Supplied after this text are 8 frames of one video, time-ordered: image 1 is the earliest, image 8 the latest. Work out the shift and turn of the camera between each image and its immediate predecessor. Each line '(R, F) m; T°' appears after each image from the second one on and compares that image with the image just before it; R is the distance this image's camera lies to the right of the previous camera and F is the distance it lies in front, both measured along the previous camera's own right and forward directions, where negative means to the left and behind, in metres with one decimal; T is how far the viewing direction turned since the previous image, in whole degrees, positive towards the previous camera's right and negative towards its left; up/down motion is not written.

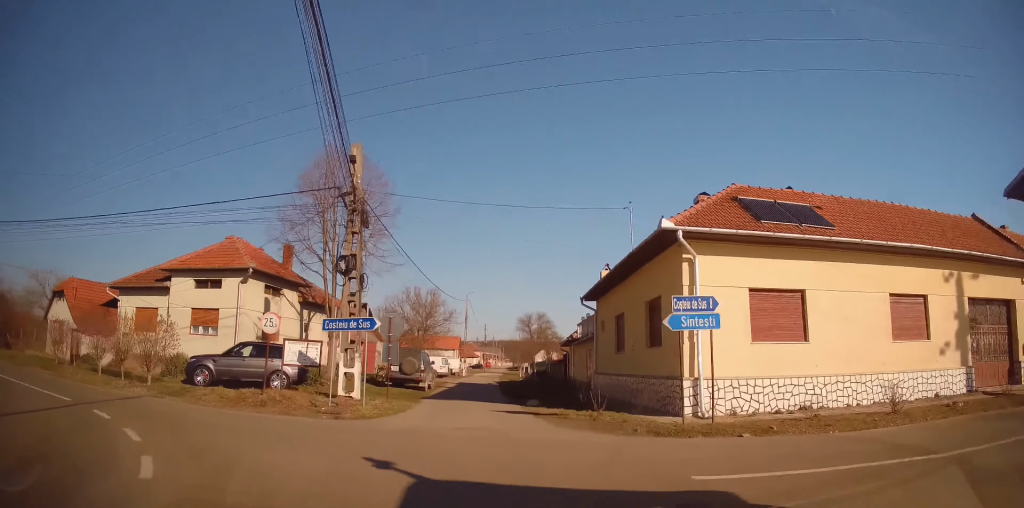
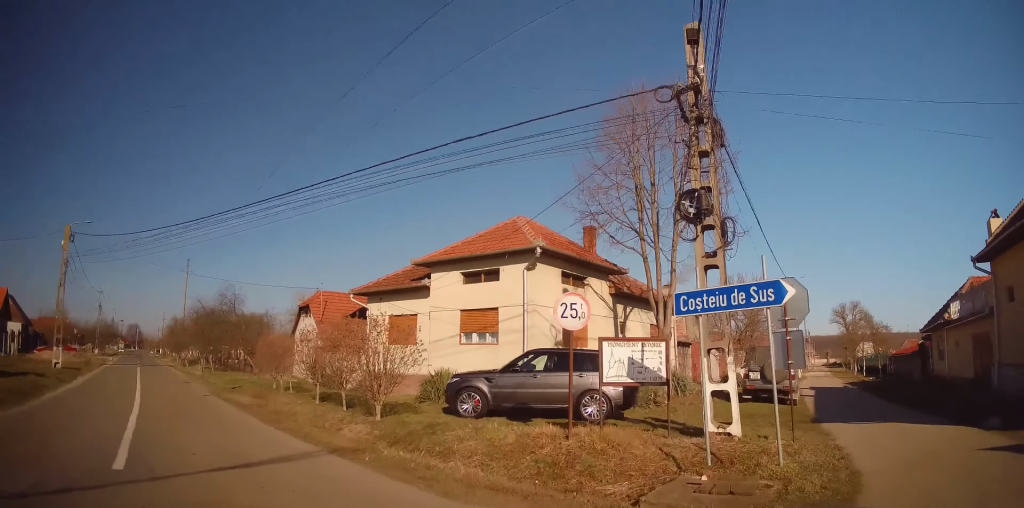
(-1.2, +8.2) m; -39°
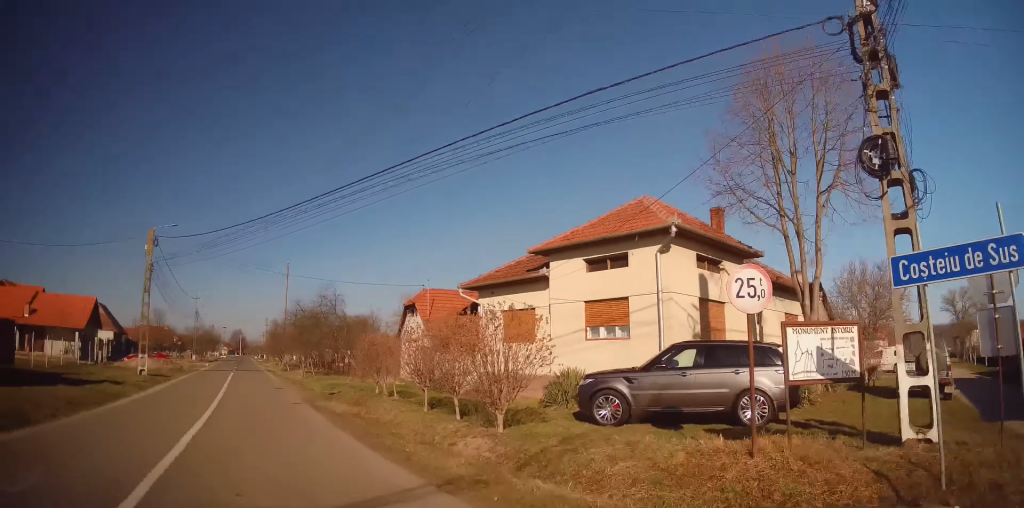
(-0.9, +0.9) m; -19°
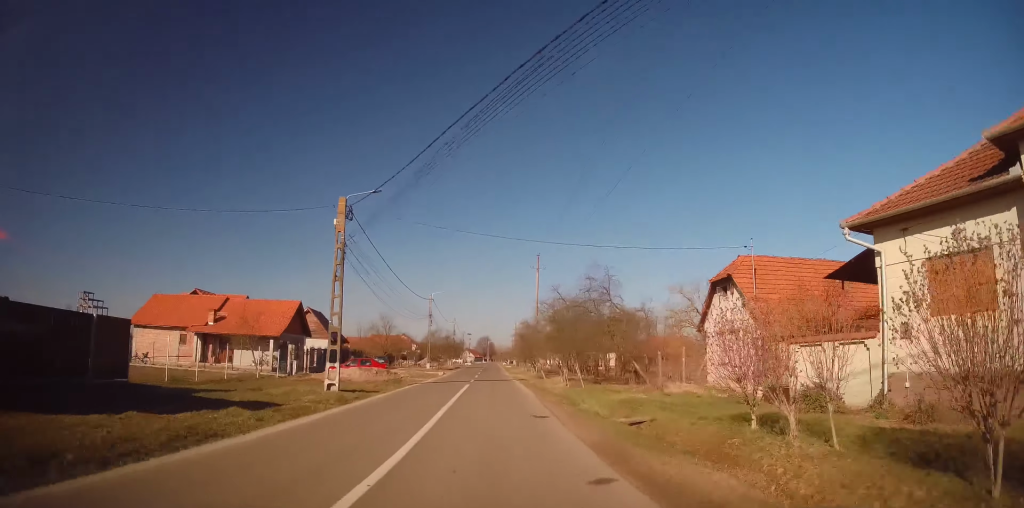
(-1.8, +7.8) m; -16°
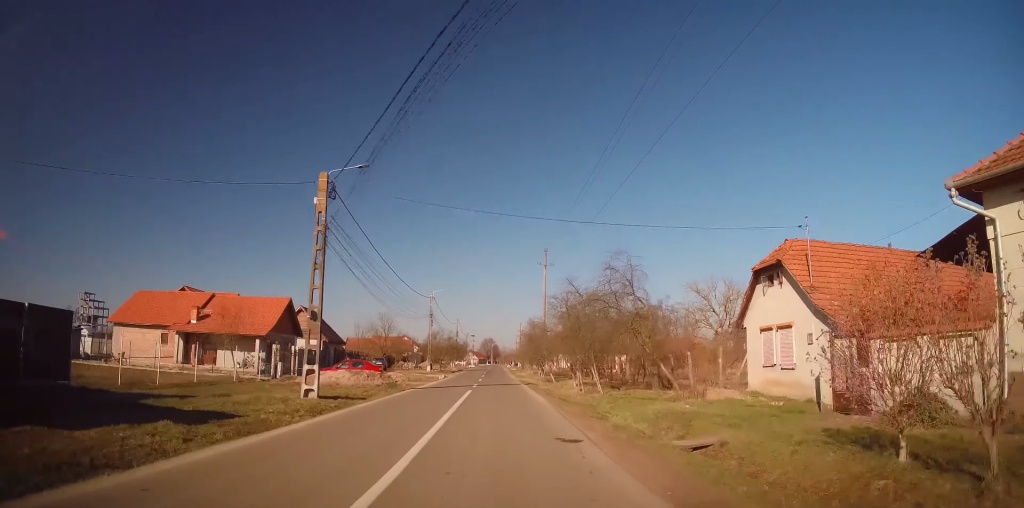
(-0.3, +2.9) m; -1°
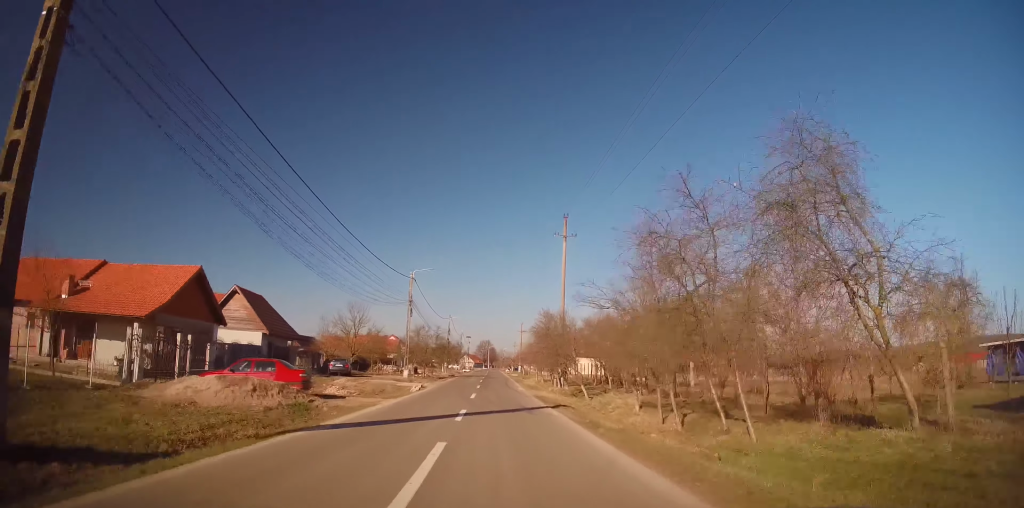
(0.0, +12.0) m; 0°
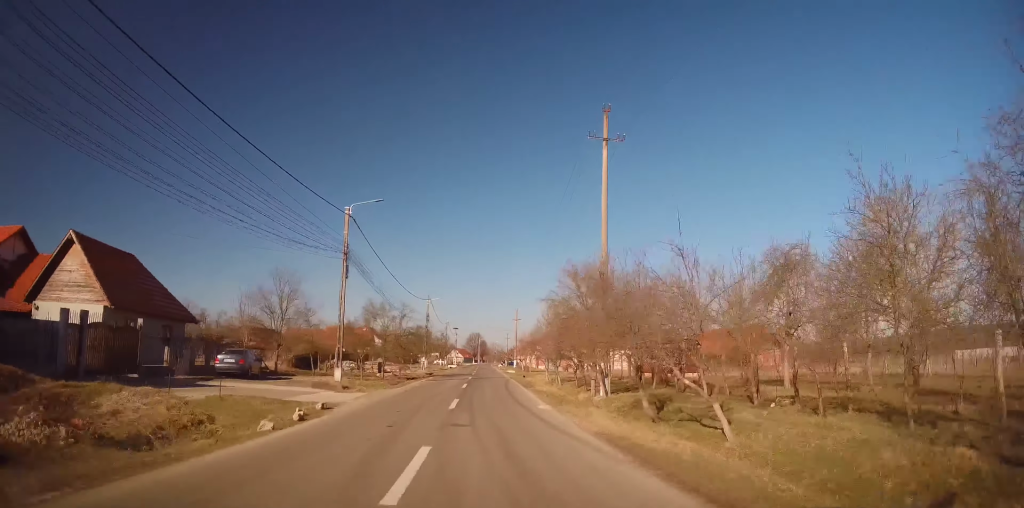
(-0.4, +15.0) m; -1°
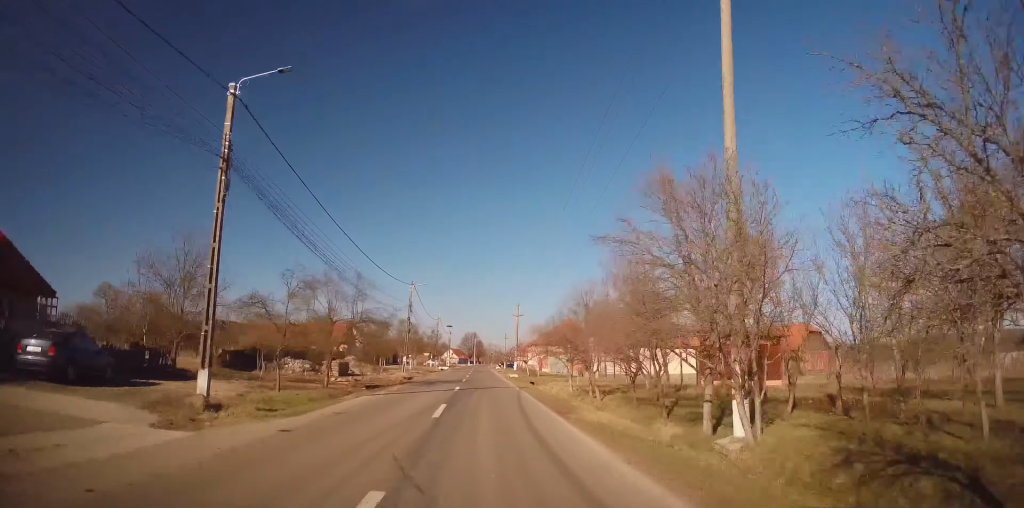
(+0.2, +10.7) m; 0°
